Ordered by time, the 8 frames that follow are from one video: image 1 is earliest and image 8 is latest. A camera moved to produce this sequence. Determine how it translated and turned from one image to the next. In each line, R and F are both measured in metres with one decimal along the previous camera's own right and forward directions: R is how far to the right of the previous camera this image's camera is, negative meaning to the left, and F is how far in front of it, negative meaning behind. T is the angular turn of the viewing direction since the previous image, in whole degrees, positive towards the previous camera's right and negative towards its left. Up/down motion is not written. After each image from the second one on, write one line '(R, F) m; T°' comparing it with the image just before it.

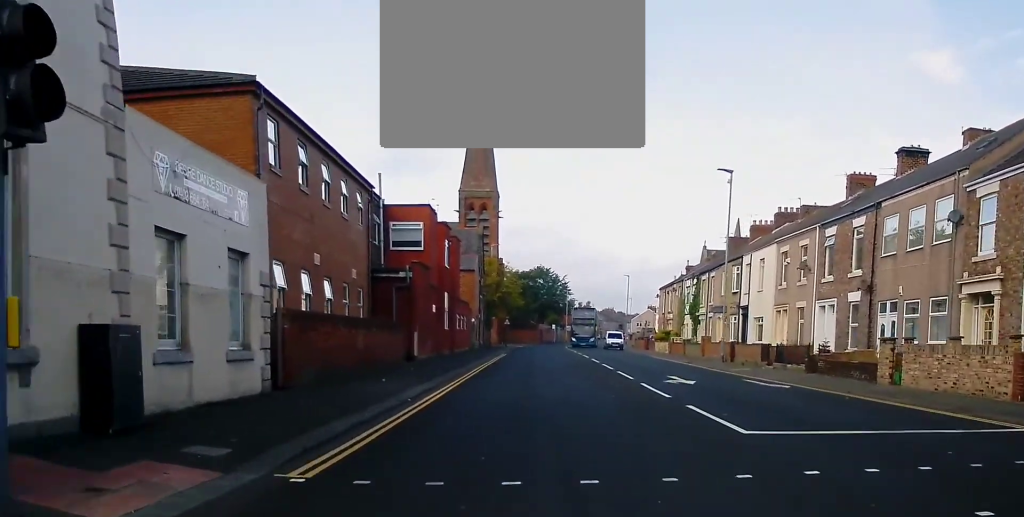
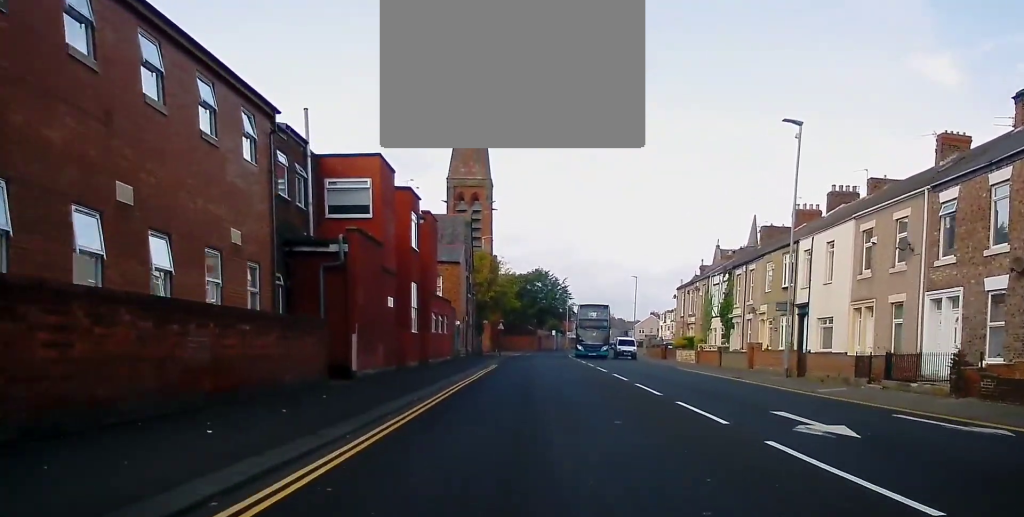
(+0.2, +11.1) m; +2°
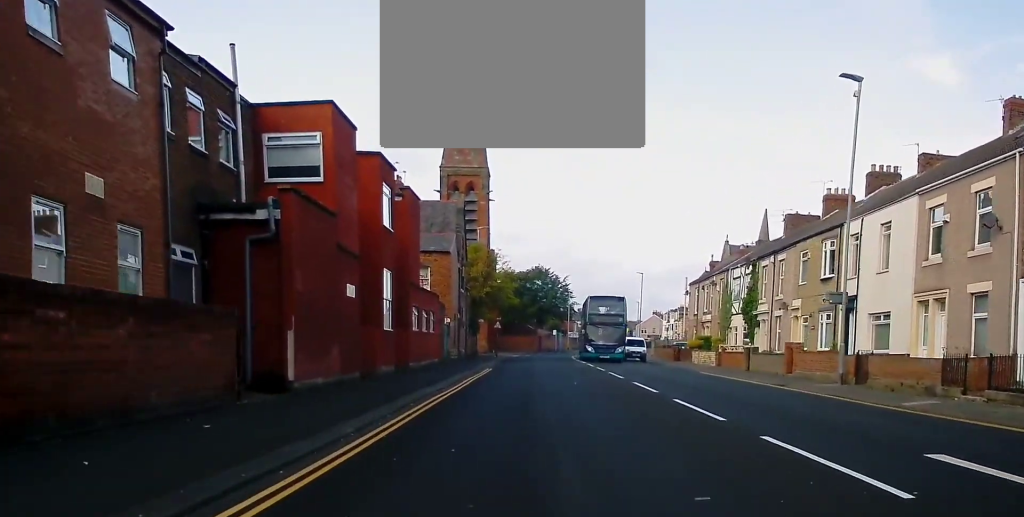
(+0.1, +5.9) m; 0°
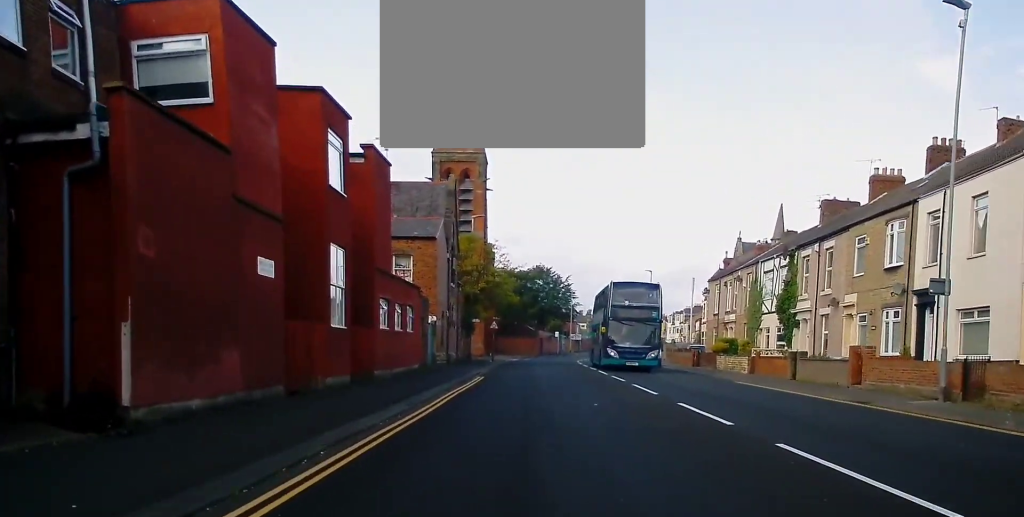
(+0.1, +6.8) m; -1°
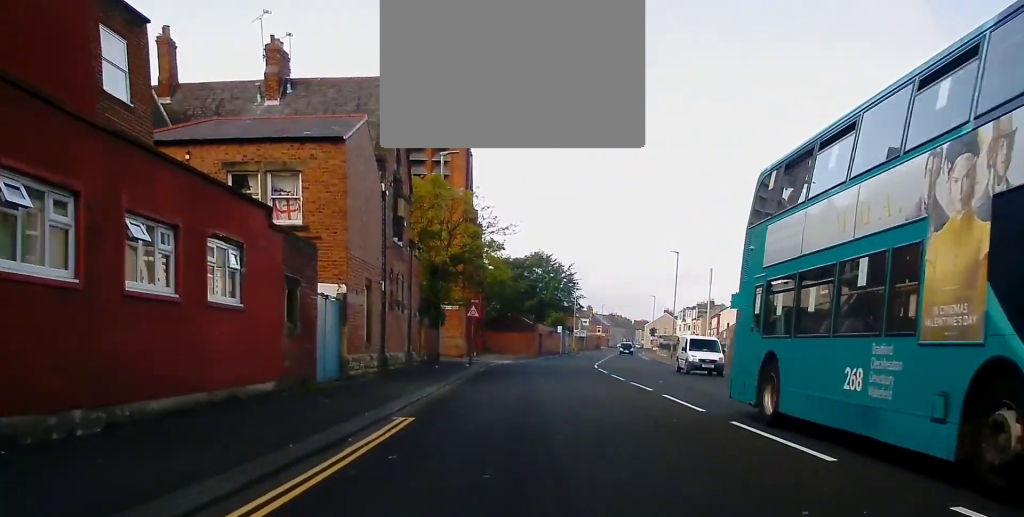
(-0.2, +18.2) m; +2°
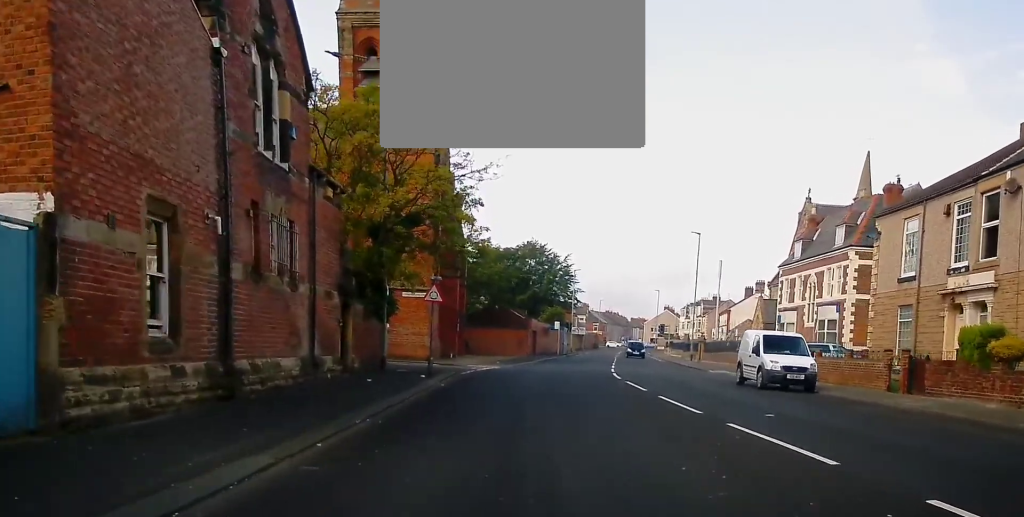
(+0.4, +12.8) m; 0°
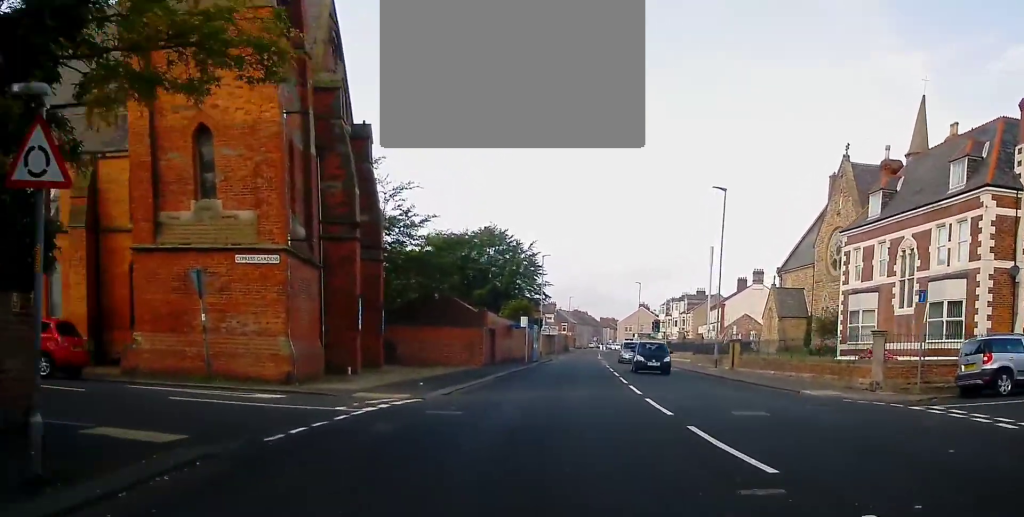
(-0.9, +19.0) m; -1°
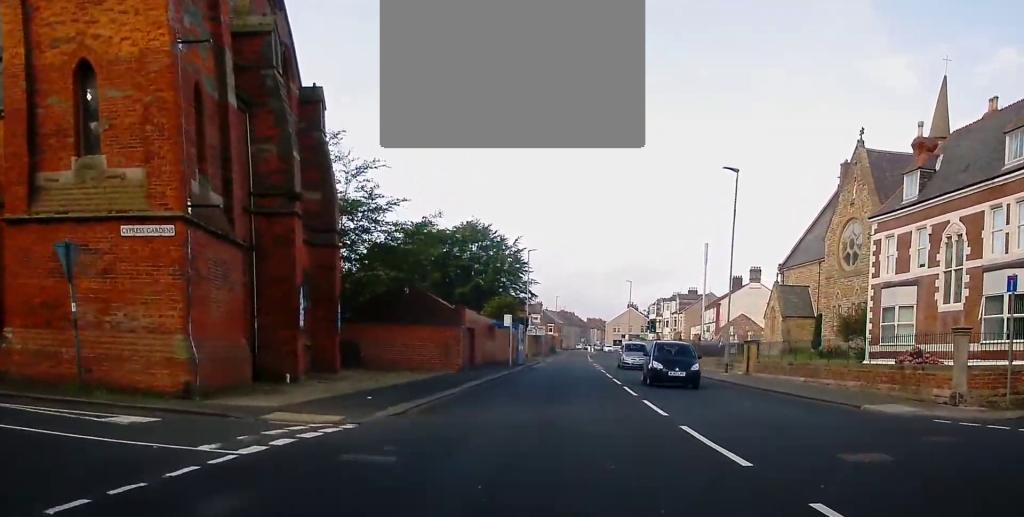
(+0.2, +5.7) m; +3°
